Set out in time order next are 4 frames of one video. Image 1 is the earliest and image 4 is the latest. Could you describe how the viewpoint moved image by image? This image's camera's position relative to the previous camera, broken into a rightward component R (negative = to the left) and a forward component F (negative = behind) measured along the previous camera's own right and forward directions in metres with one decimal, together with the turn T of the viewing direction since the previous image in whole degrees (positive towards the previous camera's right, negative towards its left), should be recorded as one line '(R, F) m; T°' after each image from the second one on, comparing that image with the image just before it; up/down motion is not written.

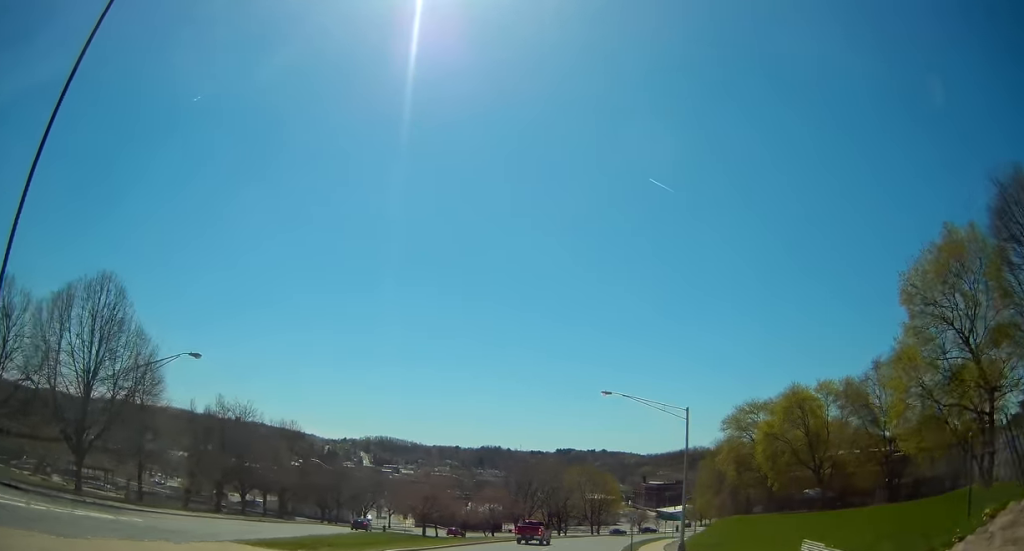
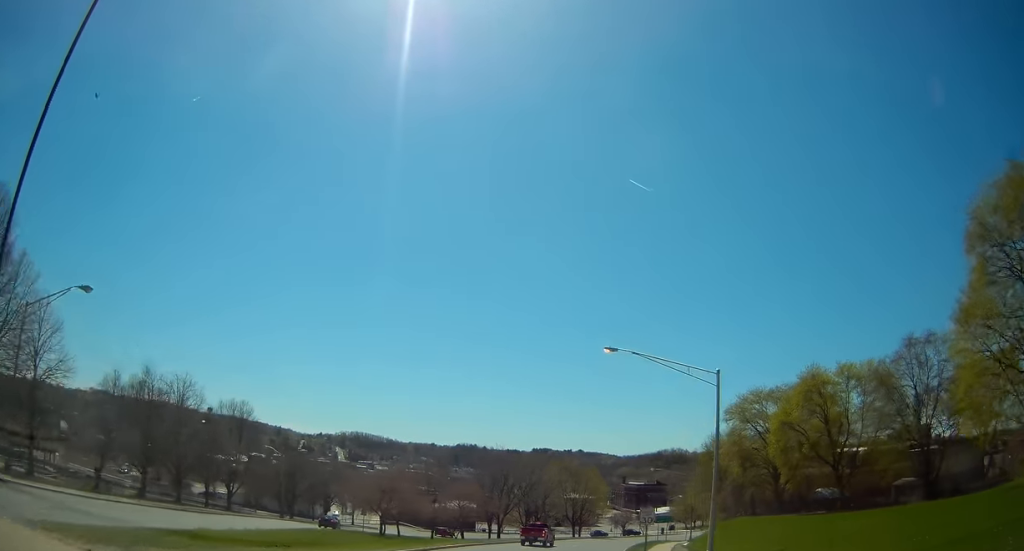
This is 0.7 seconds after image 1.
(+0.3, +9.5) m; +3°
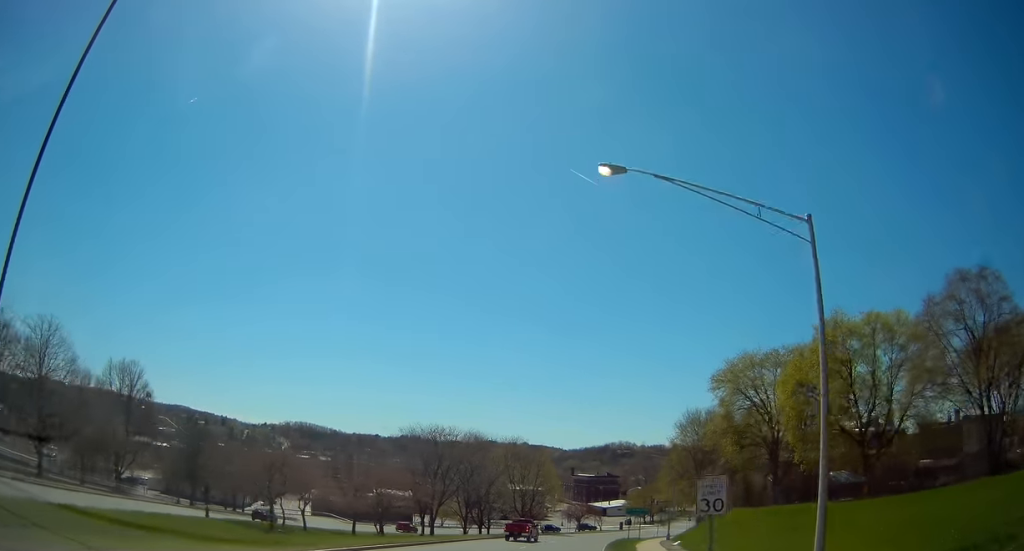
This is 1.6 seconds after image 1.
(+0.6, +13.8) m; +4°
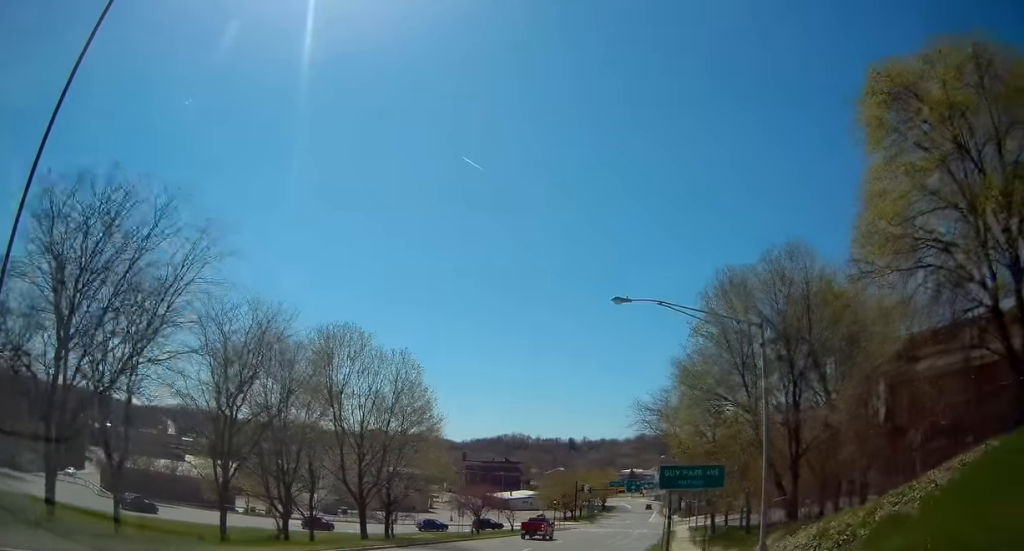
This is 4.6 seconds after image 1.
(+3.7, +41.8) m; +10°
